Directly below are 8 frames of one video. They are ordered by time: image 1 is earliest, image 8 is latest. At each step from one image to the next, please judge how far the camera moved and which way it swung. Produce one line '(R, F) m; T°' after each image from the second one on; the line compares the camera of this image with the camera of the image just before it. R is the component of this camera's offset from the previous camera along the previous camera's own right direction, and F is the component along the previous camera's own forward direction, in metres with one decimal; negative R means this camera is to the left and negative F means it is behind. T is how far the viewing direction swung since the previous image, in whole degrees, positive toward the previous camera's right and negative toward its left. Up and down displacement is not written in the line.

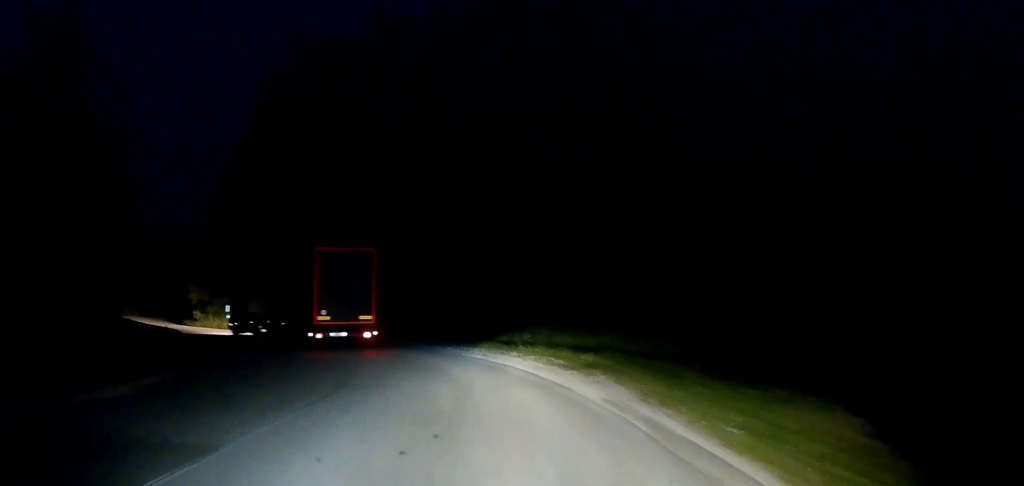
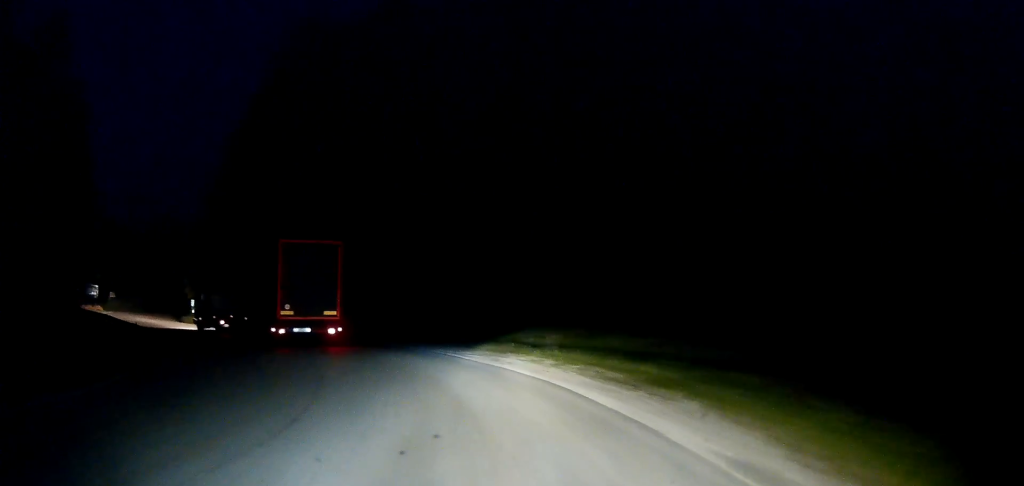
(+0.3, +5.5) m; -2°
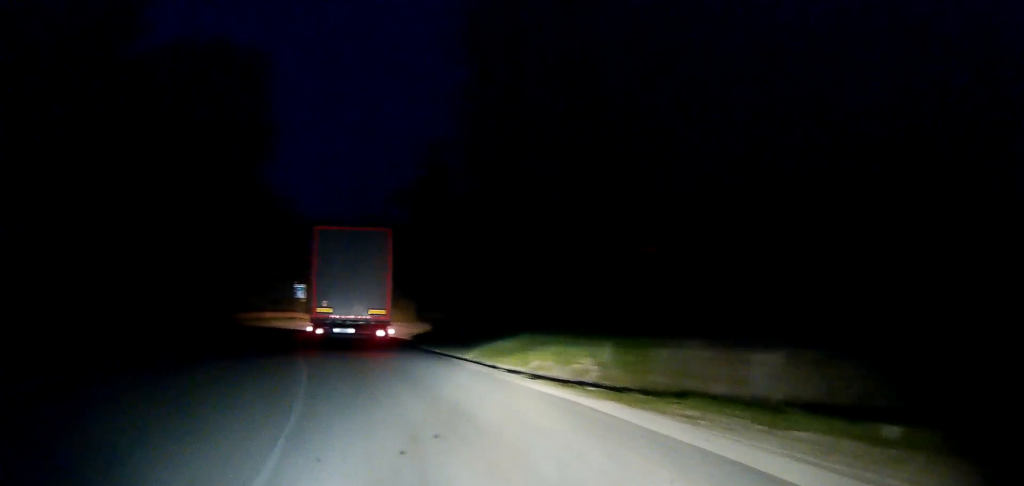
(-5.9, +24.9) m; -26°
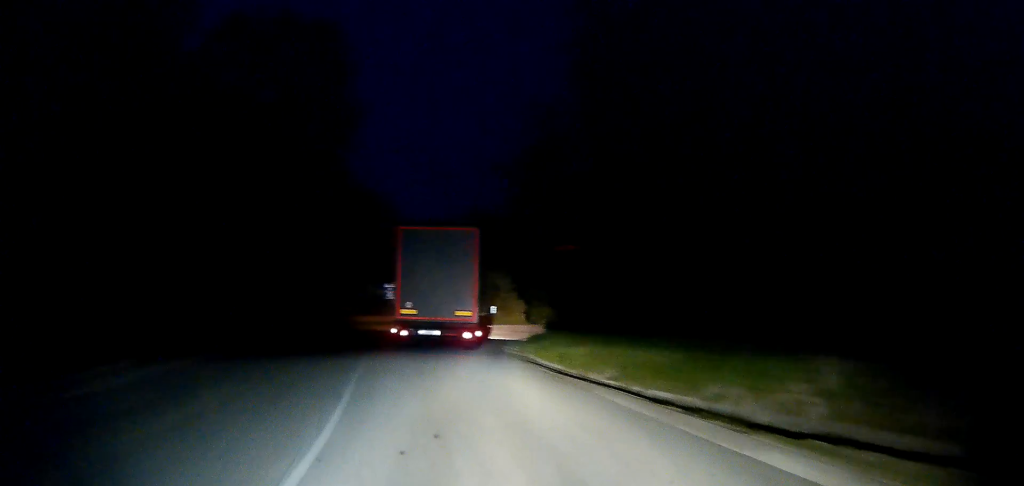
(-0.3, +7.1) m; -7°
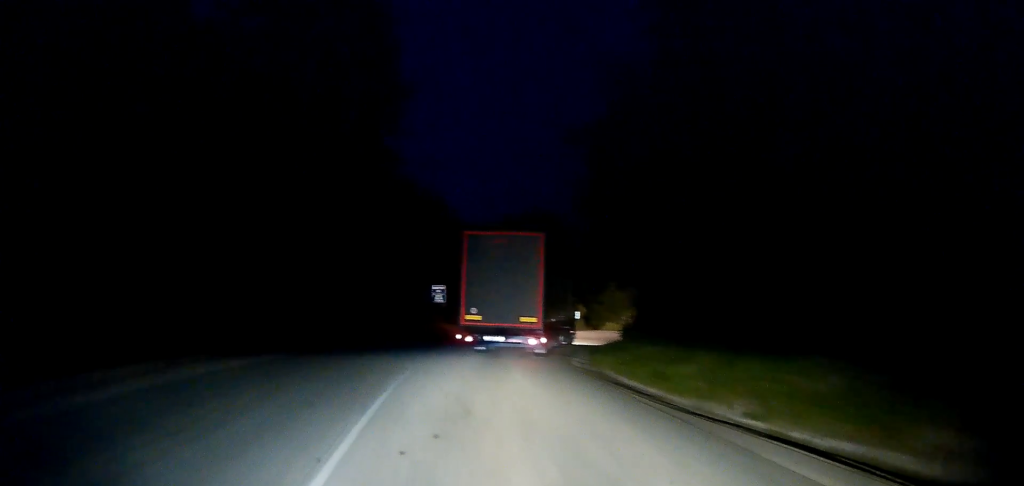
(-0.4, +5.5) m; -3°
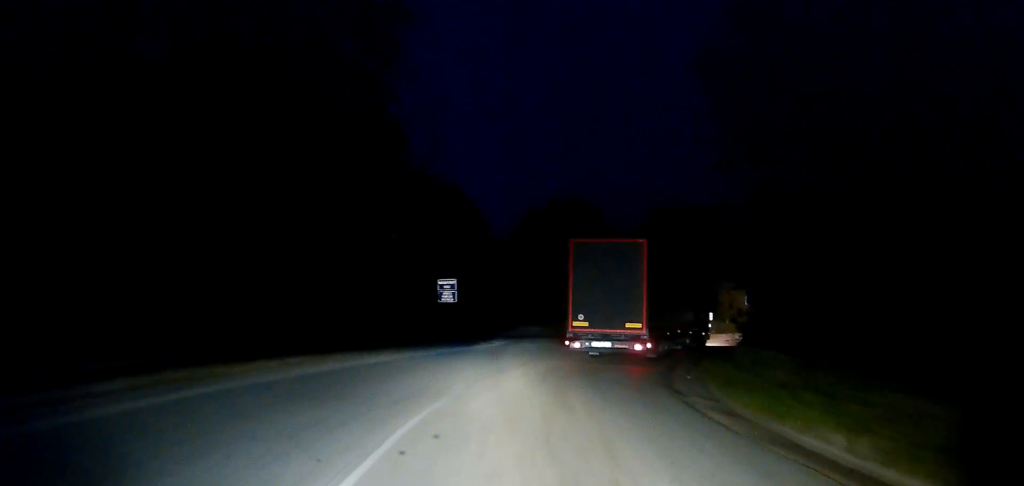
(-0.5, +13.1) m; 0°
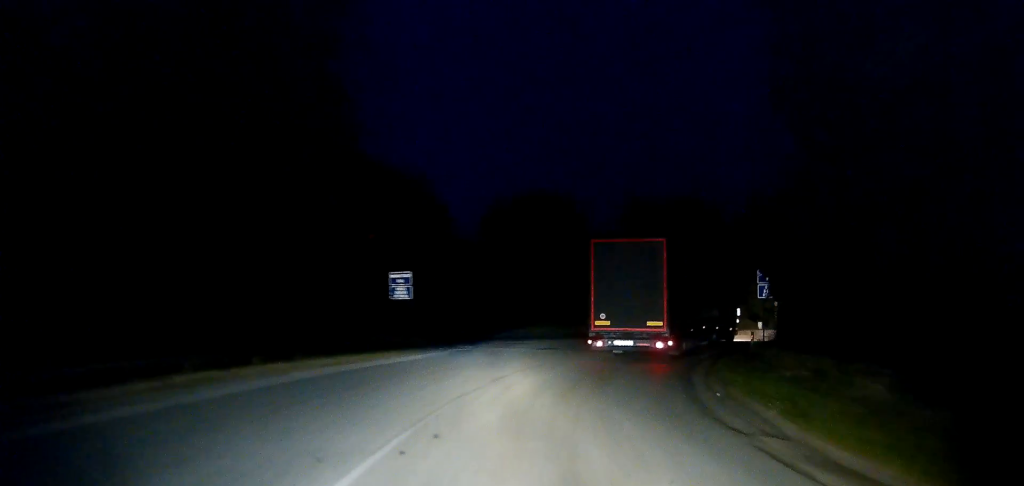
(+0.2, +5.7) m; +4°
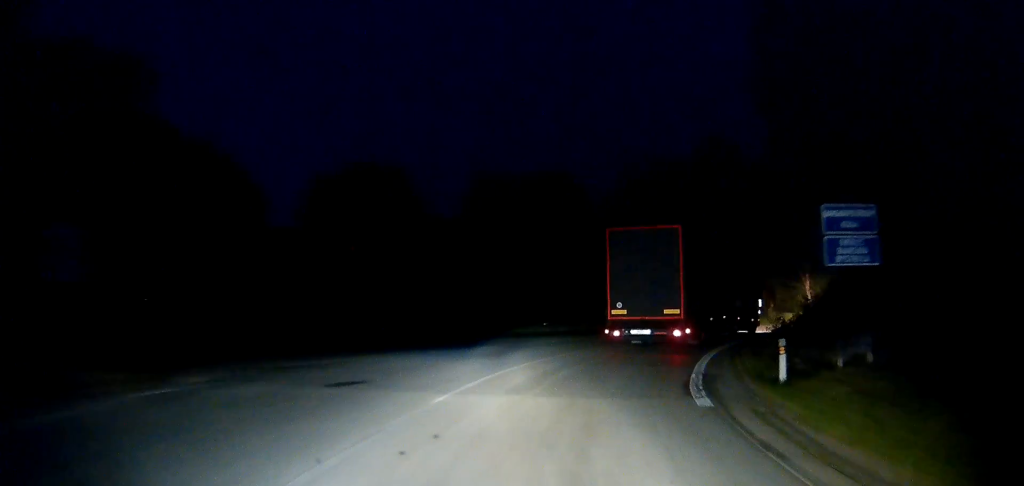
(+1.7, +15.9) m; +12°
